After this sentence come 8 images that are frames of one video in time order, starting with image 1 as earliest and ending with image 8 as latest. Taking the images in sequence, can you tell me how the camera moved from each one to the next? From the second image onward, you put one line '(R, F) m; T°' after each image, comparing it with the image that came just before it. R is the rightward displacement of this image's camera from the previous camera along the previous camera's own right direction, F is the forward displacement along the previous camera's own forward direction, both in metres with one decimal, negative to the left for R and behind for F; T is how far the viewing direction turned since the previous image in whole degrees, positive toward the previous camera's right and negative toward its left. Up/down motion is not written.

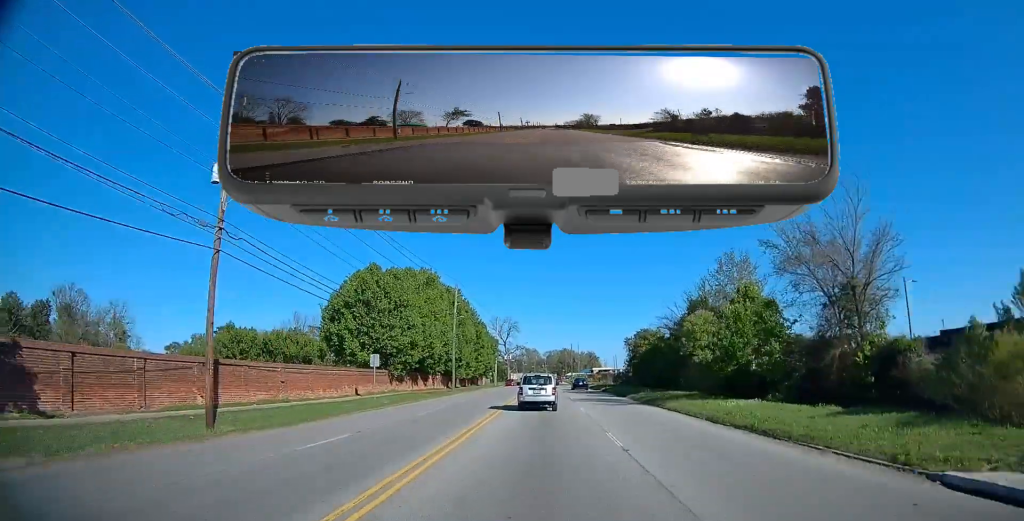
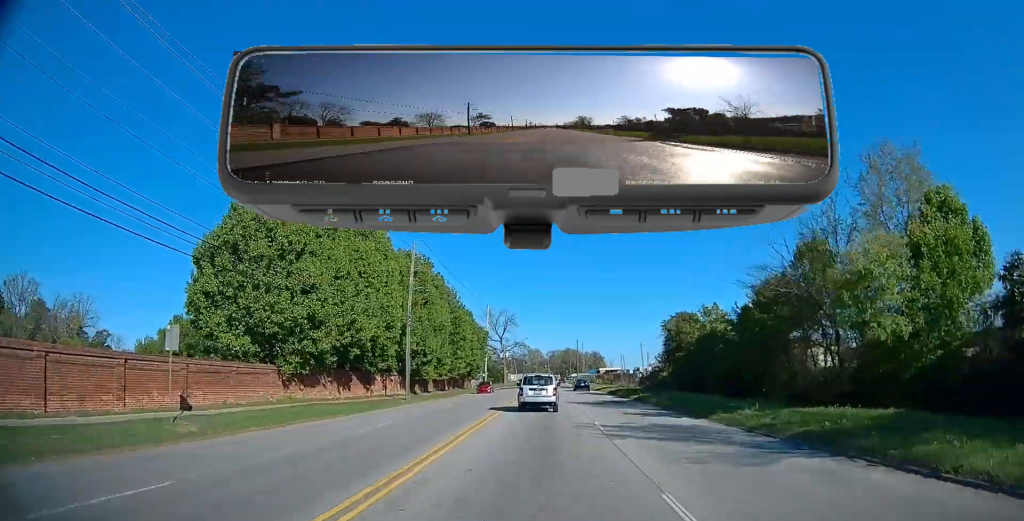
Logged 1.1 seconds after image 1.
(0.0, +20.4) m; 0°
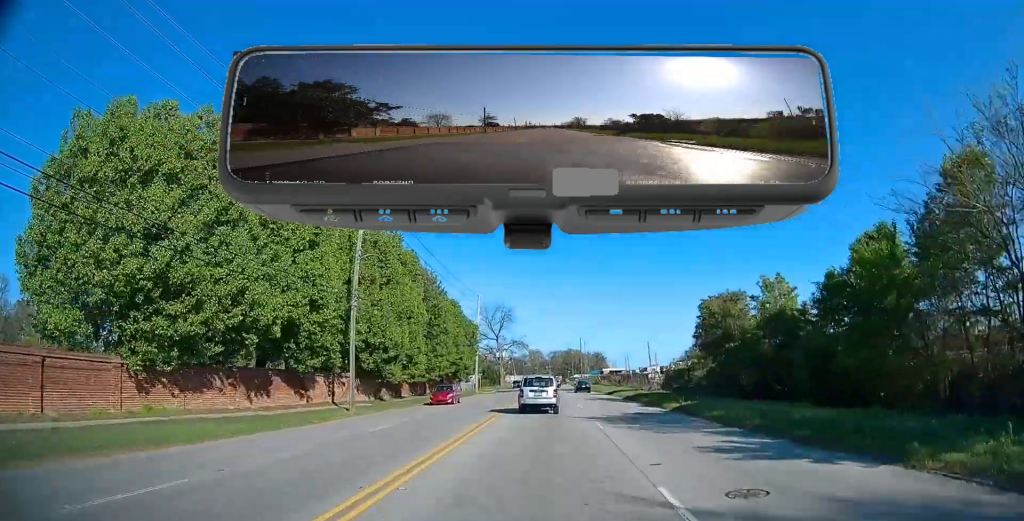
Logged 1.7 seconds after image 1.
(0.0, +11.7) m; 0°
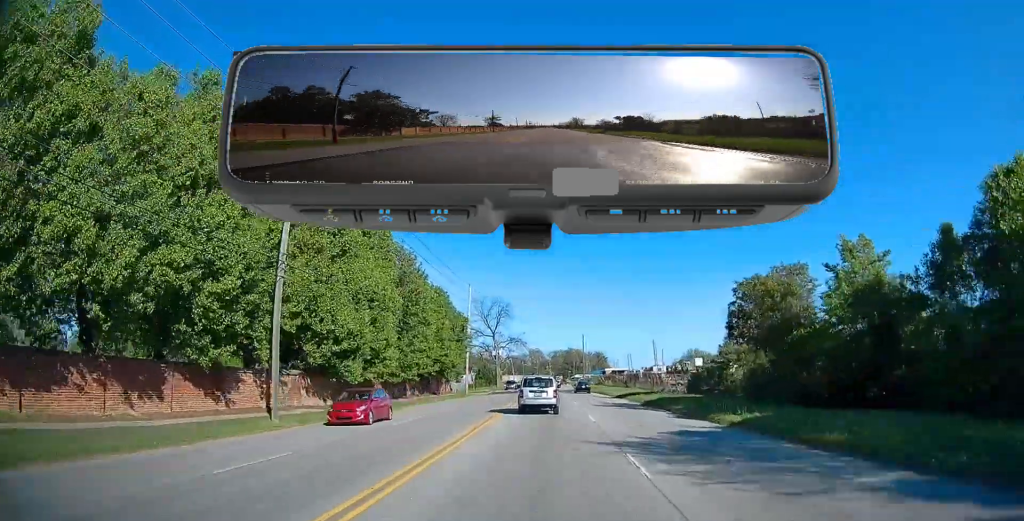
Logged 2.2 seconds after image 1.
(0.0, +8.6) m; 0°
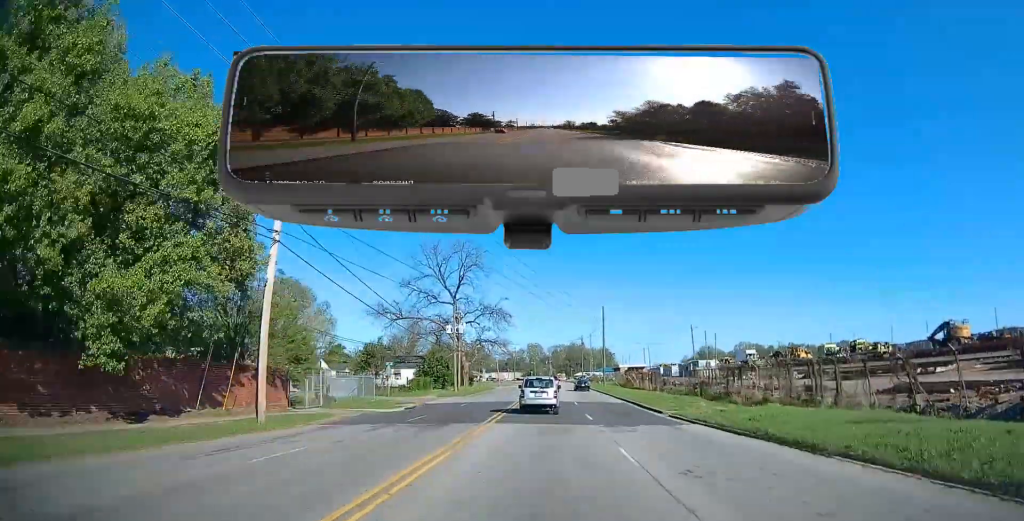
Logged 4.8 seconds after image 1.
(-0.2, +47.2) m; 0°
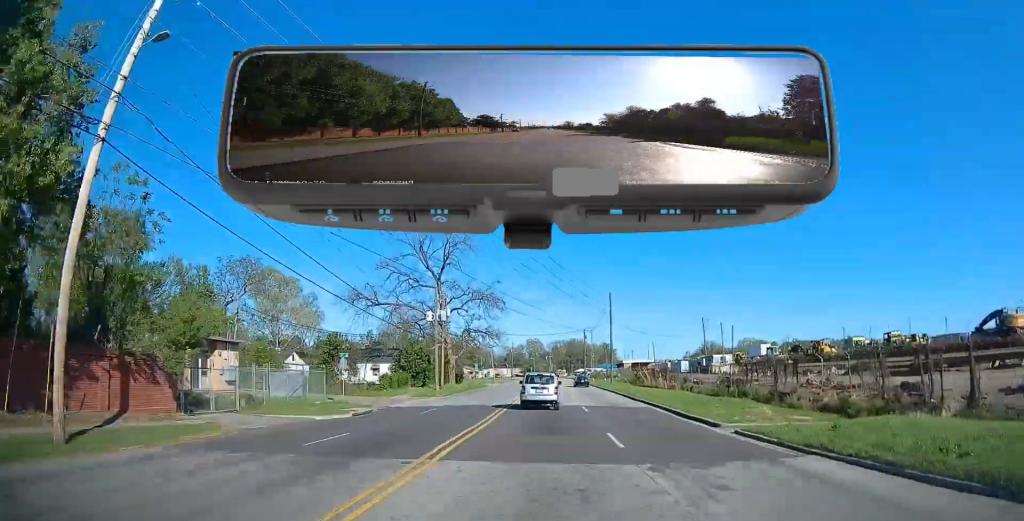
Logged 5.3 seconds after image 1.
(-0.1, +9.6) m; 0°
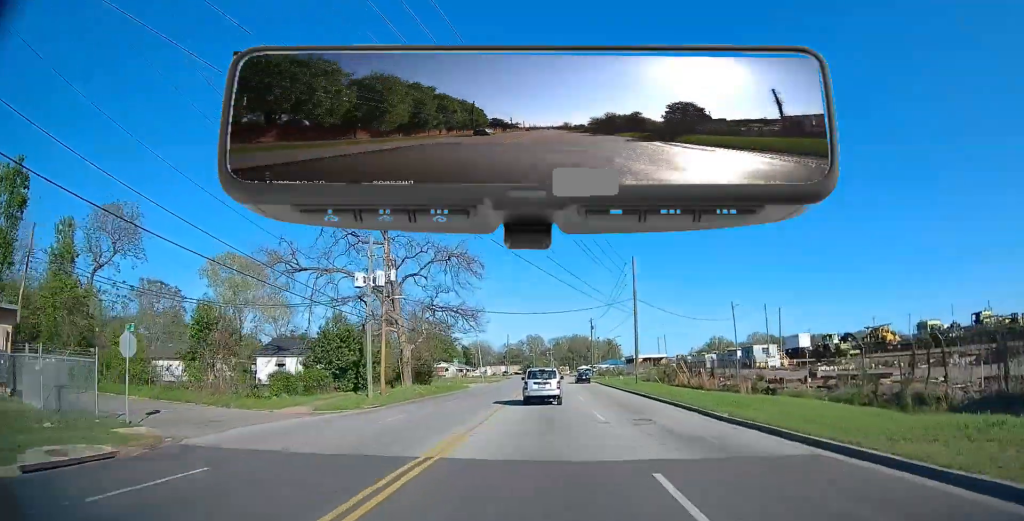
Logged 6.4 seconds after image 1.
(+0.3, +19.3) m; 0°
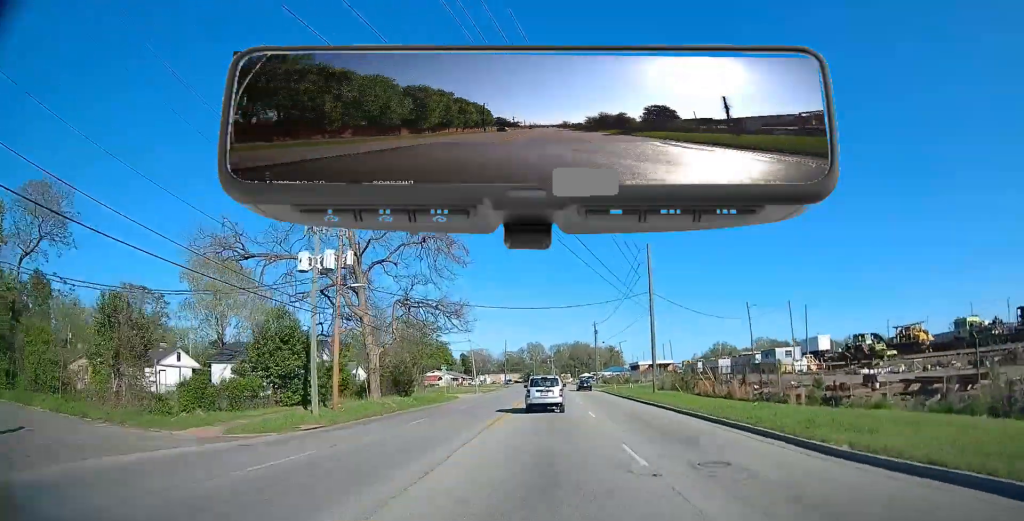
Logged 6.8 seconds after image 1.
(-0.1, +7.8) m; 0°
